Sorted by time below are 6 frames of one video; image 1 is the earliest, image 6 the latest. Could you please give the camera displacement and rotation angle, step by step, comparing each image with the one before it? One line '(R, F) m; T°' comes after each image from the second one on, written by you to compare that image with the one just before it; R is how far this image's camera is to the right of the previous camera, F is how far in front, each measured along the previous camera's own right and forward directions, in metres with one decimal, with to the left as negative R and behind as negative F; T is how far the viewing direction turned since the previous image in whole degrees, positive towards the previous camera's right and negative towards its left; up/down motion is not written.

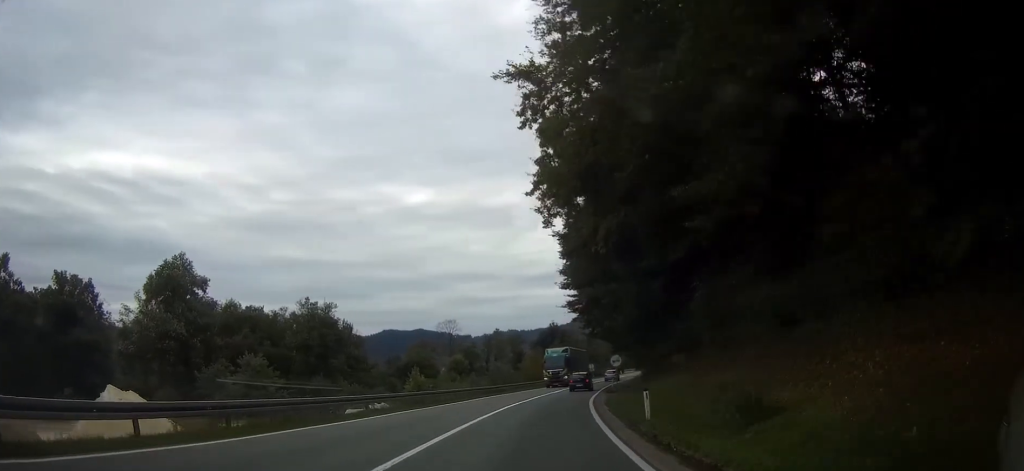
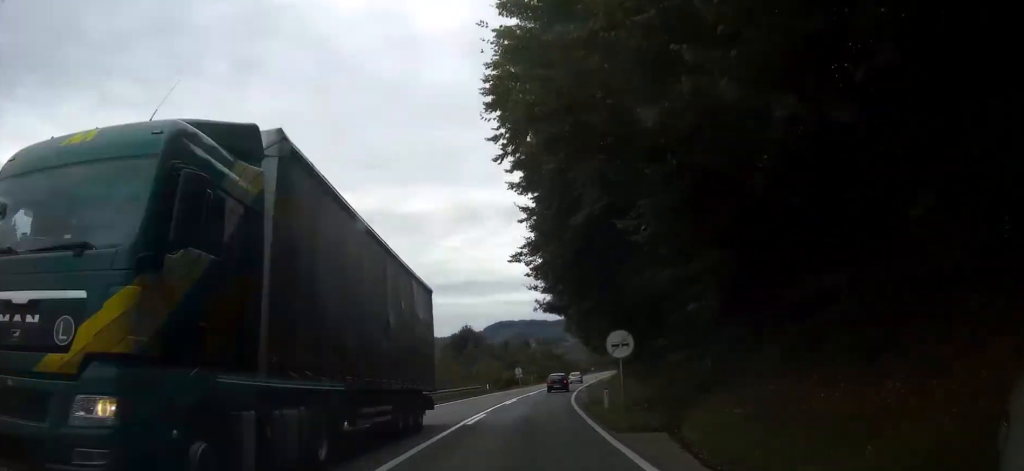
(+2.0, +31.6) m; +7°
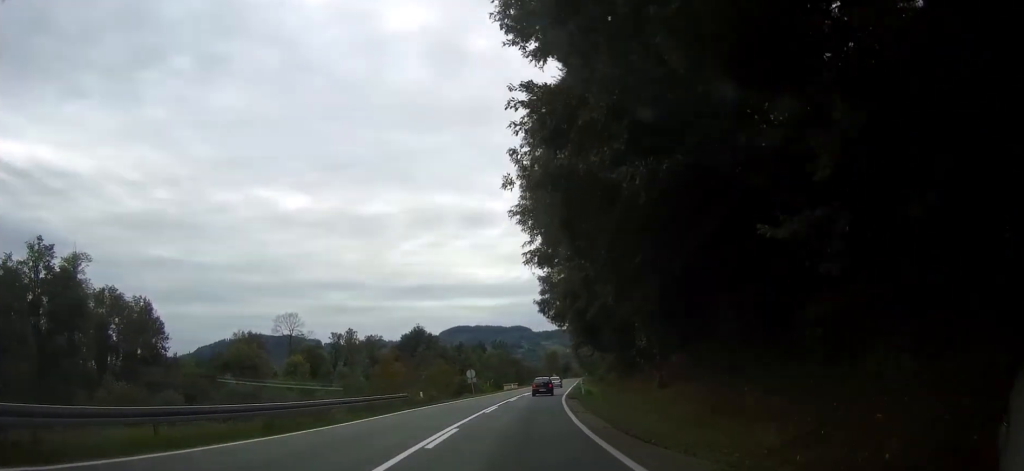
(+0.8, +21.9) m; +4°
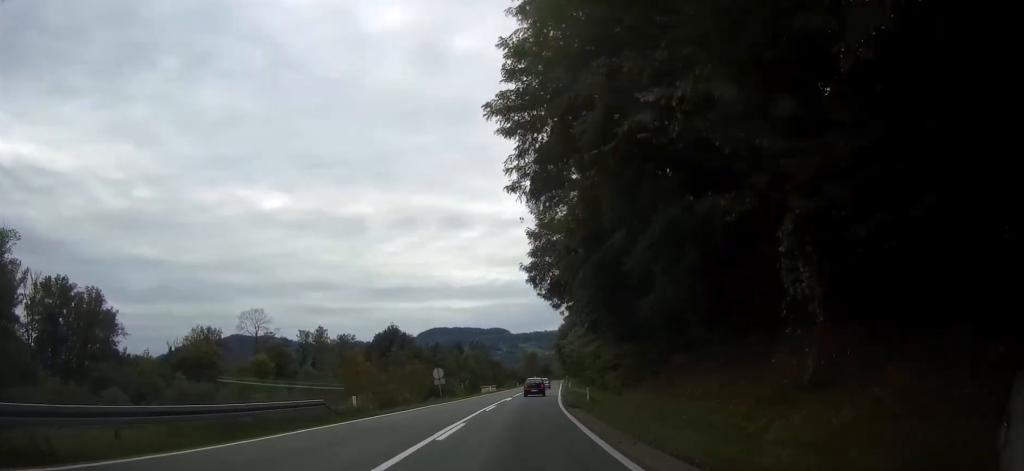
(+0.2, +13.5) m; +2°
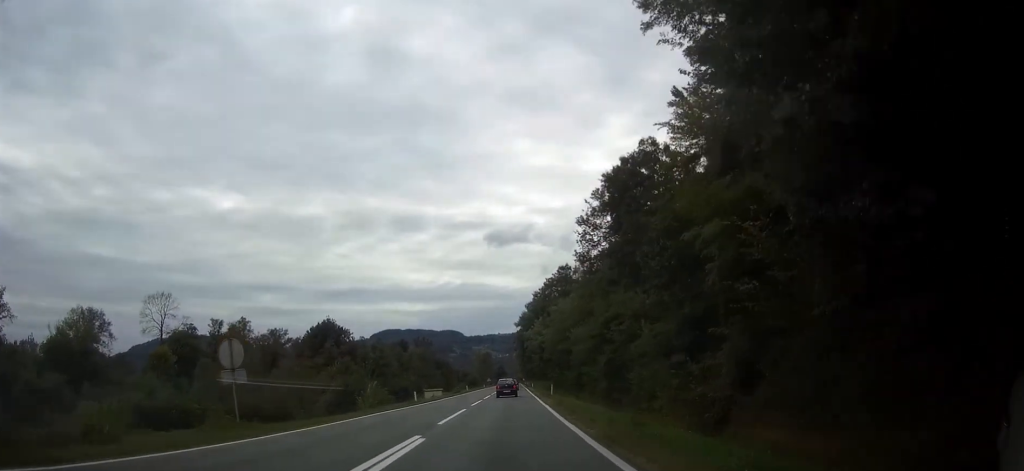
(+1.3, +36.3) m; +5°
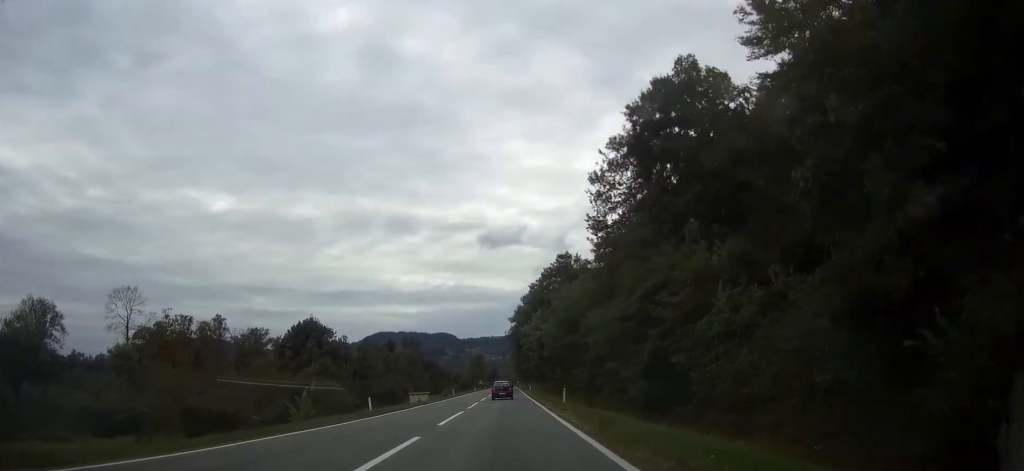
(+0.4, +15.9) m; +1°
